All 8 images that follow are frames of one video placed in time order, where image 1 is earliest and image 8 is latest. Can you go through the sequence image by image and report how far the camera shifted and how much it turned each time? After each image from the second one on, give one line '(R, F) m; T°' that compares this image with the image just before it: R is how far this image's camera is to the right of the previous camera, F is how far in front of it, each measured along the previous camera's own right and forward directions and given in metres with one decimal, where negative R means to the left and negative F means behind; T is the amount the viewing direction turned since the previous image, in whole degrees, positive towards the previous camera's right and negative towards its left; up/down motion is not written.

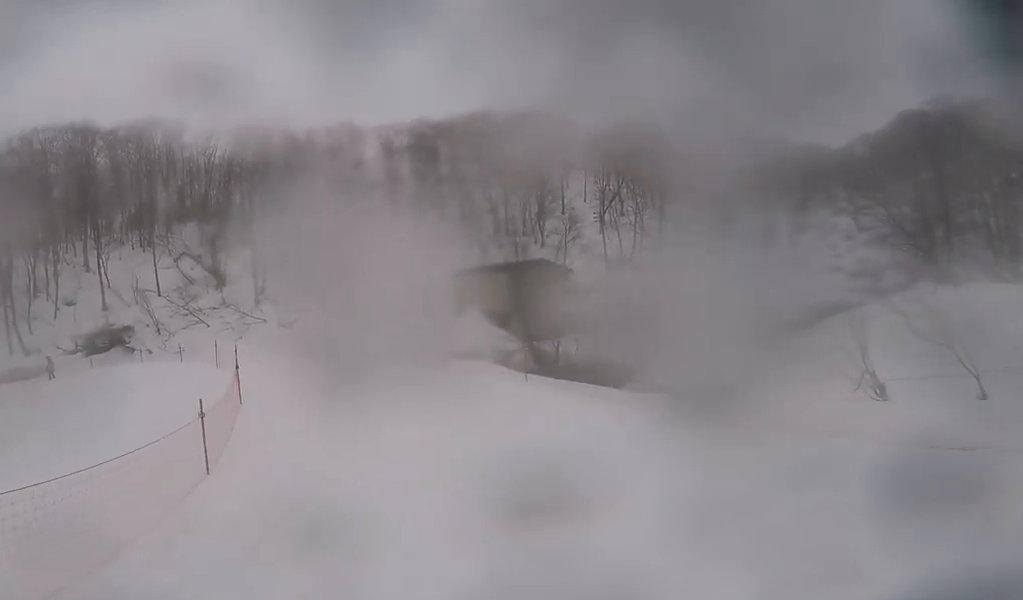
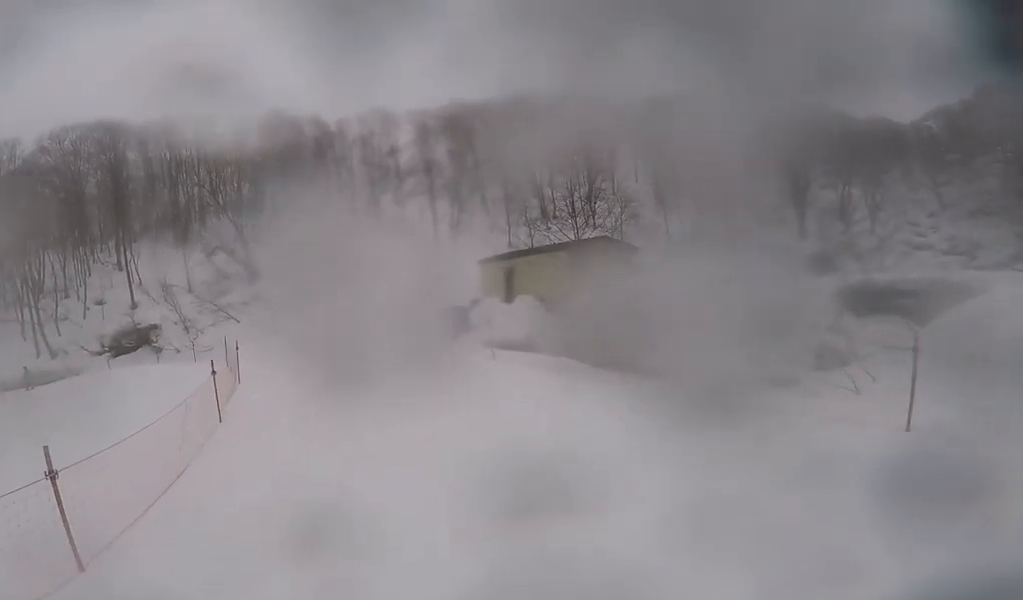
(-0.6, +3.0) m; -7°
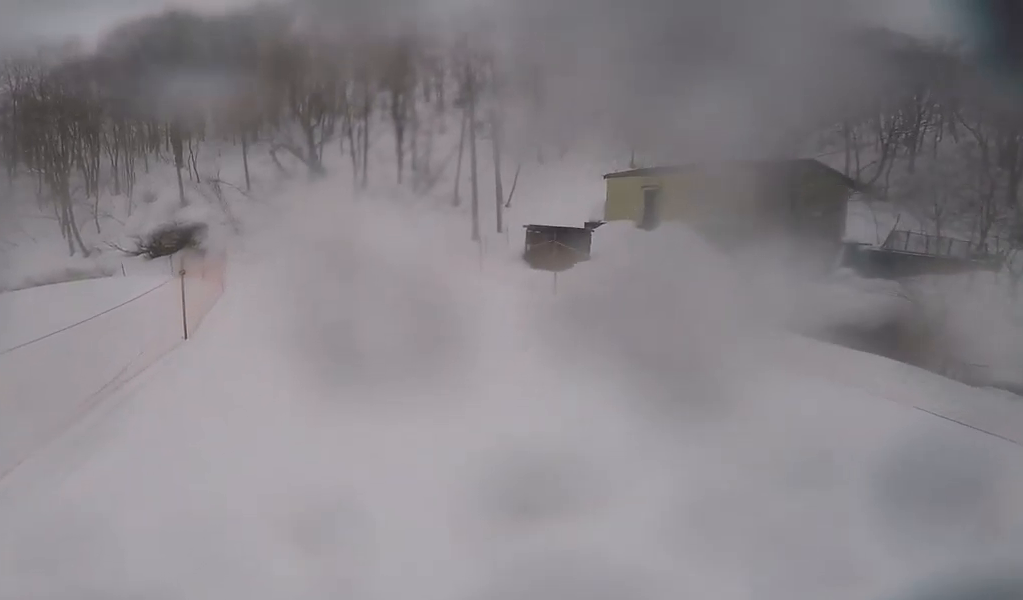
(-0.4, +6.4) m; -11°
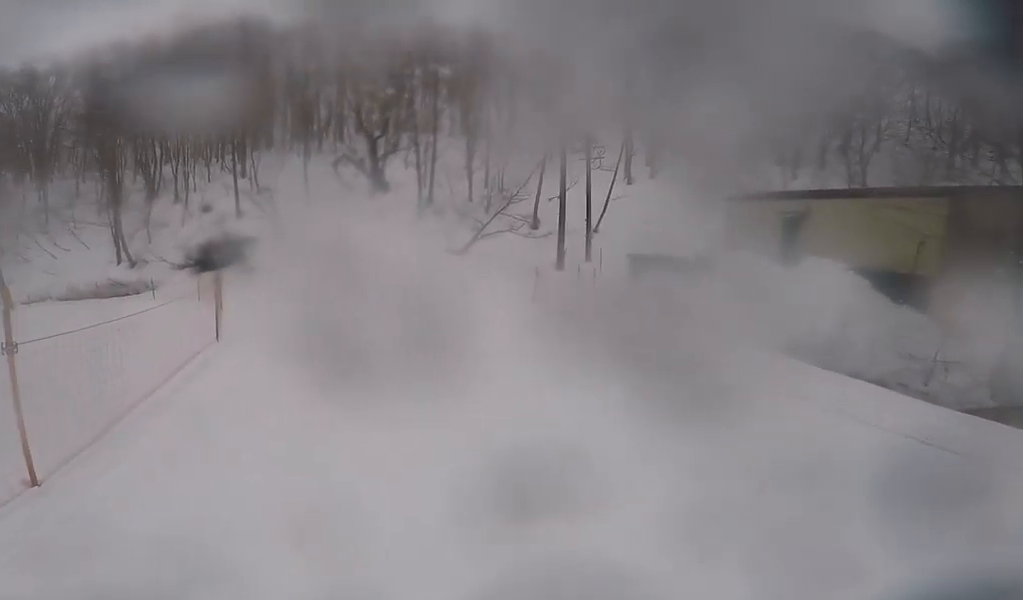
(-0.6, +3.8) m; -3°
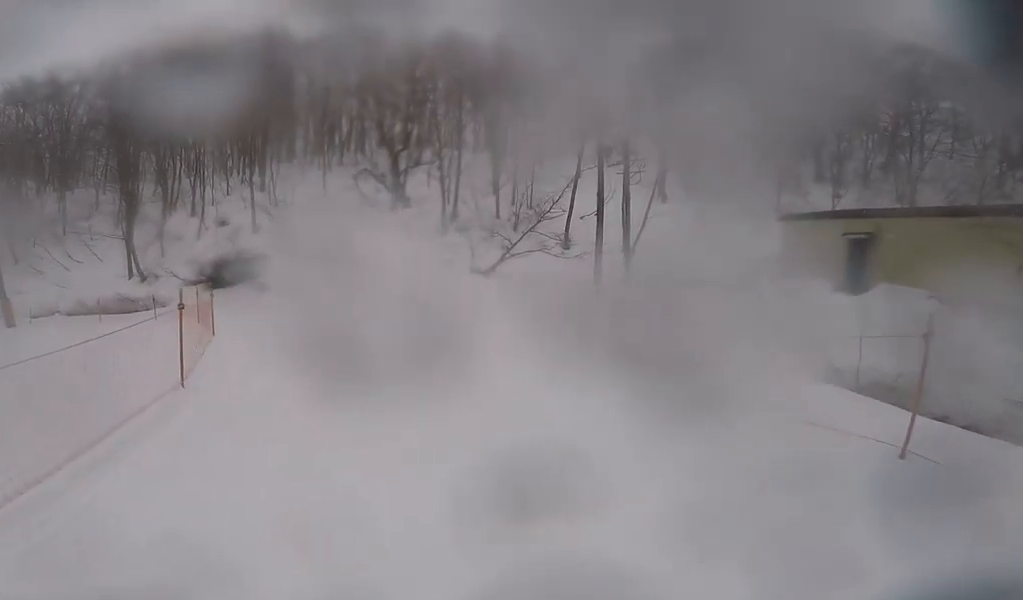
(+0.2, +1.5) m; -4°
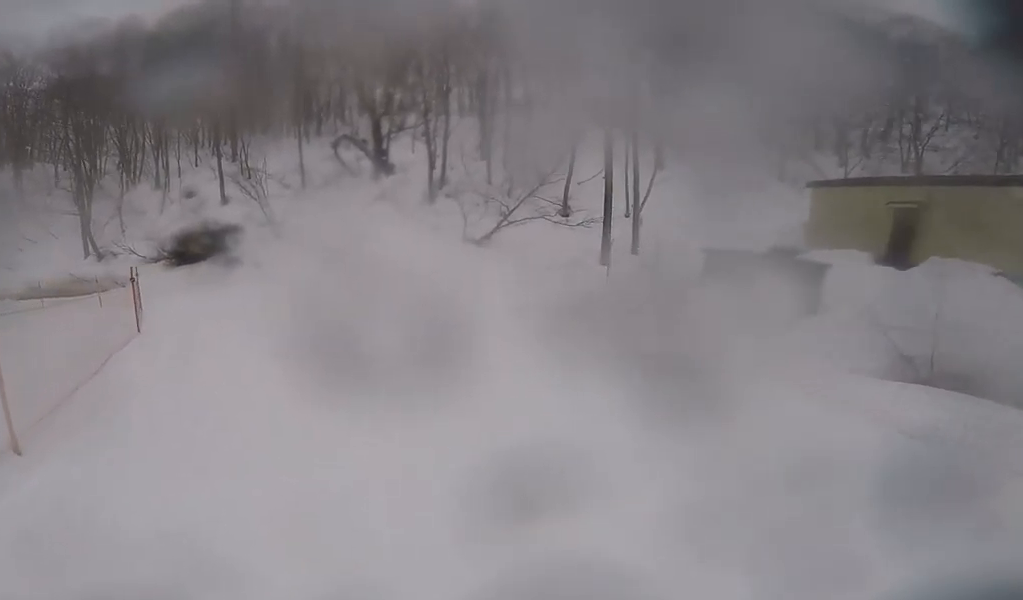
(+0.2, +2.0) m; -6°
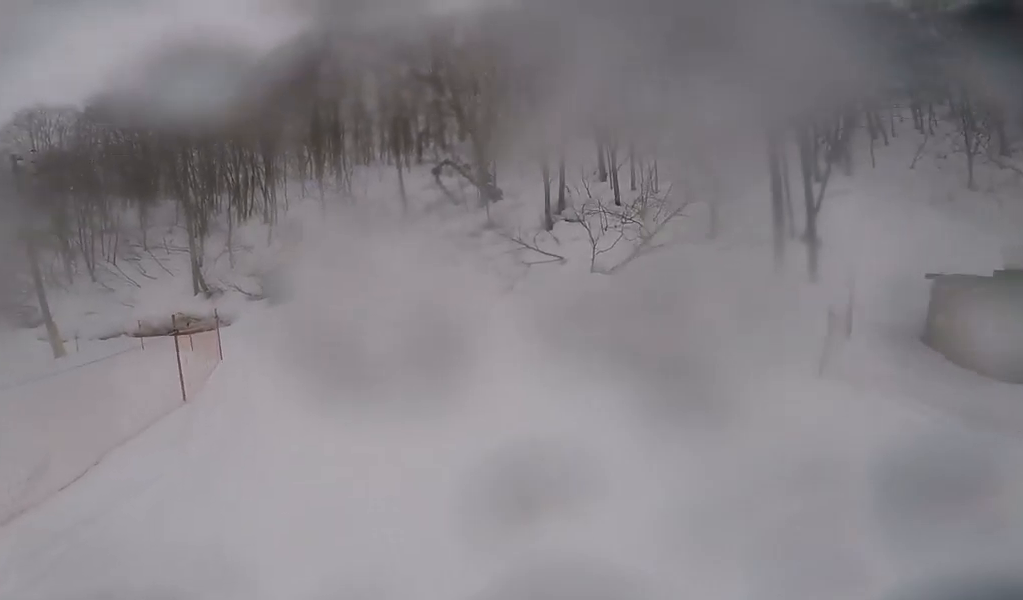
(-0.6, +2.0) m; -9°
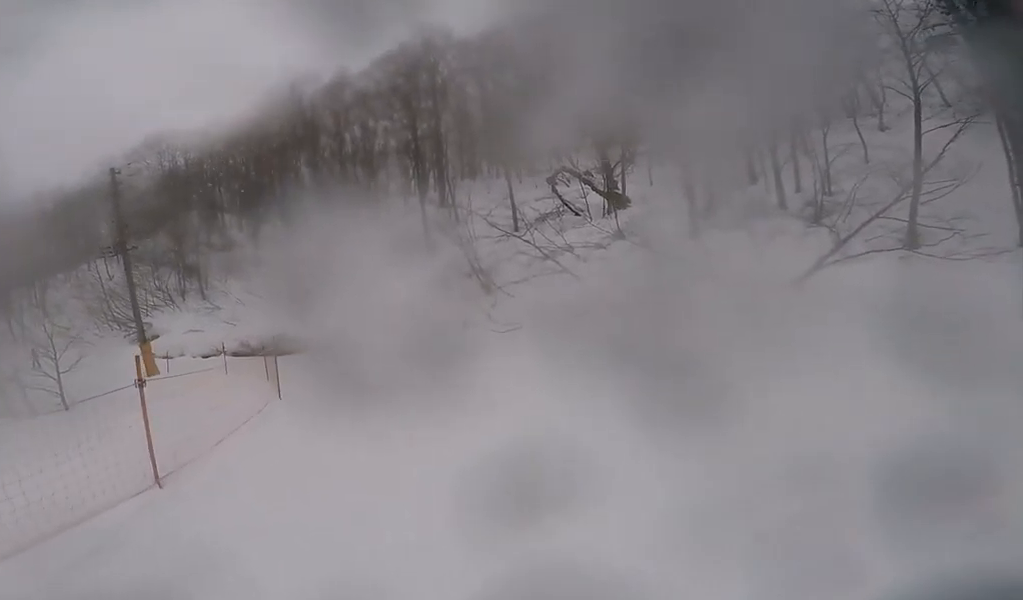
(+0.2, +1.7) m; +8°
